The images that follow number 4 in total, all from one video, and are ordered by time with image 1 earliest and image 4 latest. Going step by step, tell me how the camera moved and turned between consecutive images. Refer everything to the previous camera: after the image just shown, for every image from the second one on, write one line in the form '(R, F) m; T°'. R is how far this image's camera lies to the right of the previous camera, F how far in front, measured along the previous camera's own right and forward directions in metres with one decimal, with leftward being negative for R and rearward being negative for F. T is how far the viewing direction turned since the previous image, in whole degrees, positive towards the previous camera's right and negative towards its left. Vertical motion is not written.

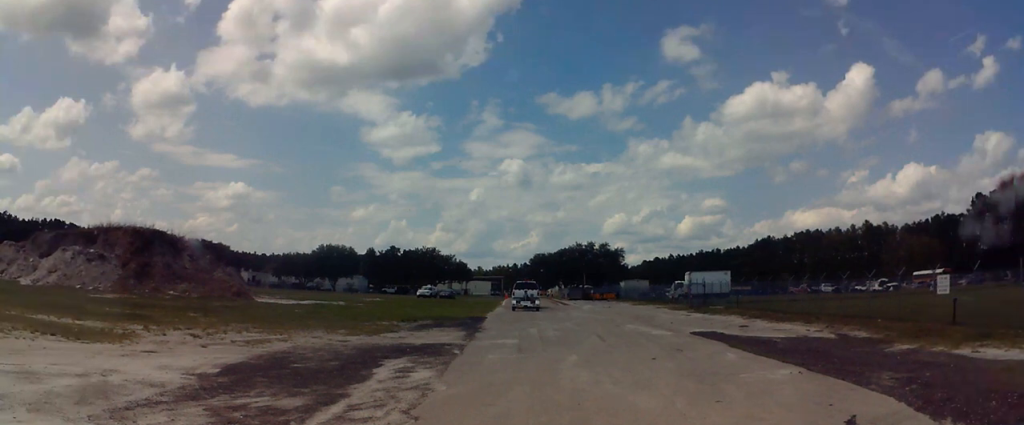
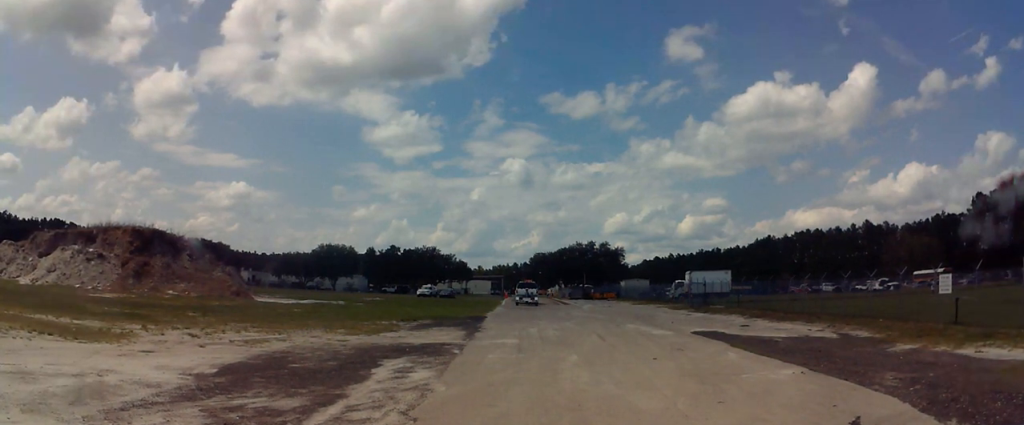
(0.0, 0.0) m; 0°
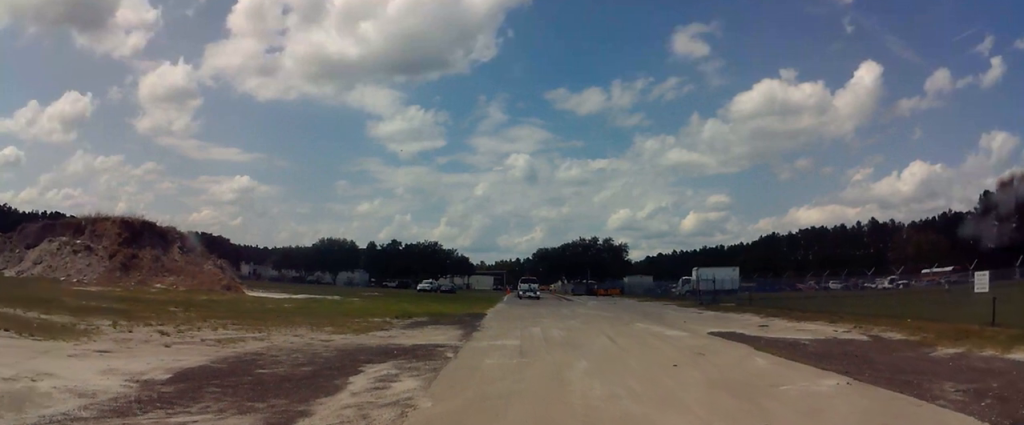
(0.0, +0.5) m; 0°
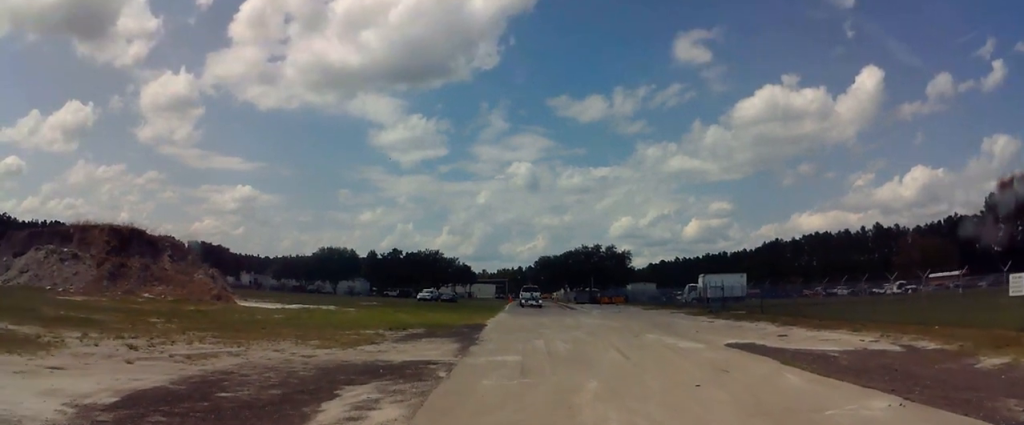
(0.0, +0.6) m; 0°
